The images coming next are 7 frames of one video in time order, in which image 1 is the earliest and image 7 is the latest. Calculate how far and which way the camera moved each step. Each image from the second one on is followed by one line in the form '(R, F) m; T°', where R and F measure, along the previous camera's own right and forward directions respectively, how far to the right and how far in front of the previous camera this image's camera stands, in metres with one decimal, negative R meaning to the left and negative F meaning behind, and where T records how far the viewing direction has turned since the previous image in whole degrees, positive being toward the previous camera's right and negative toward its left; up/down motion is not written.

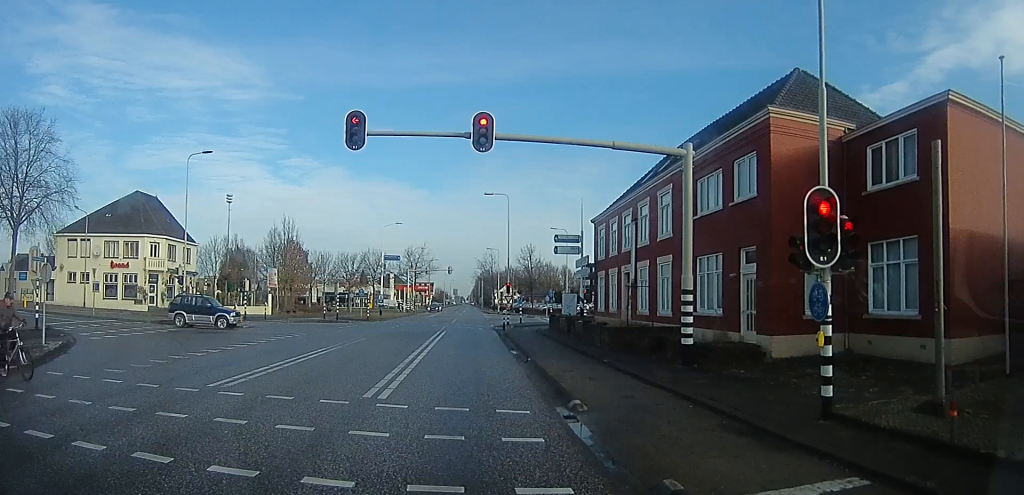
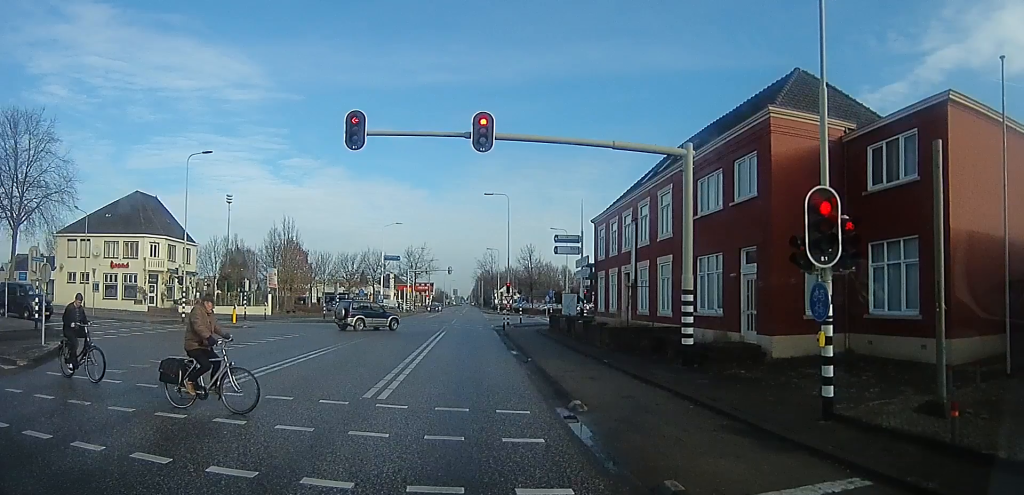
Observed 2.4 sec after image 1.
(0.0, 0.0) m; 0°
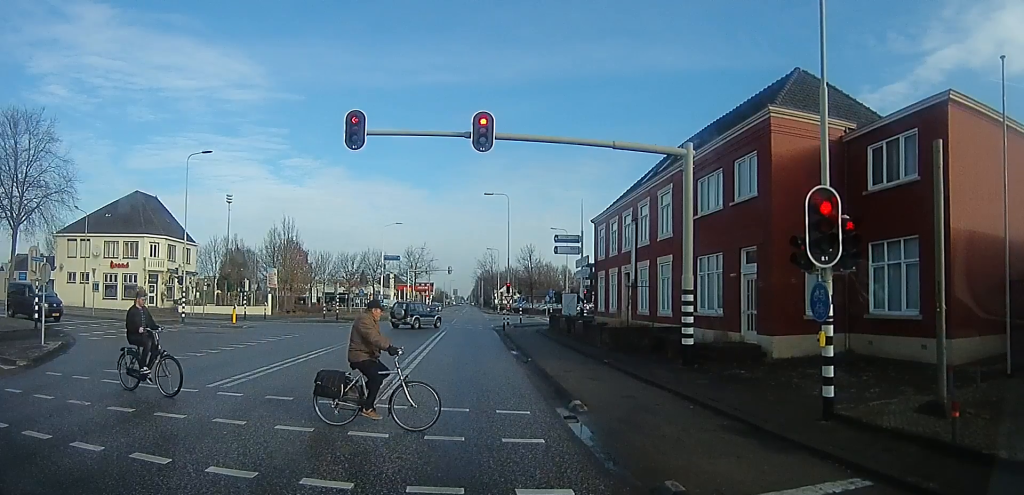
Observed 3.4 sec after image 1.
(0.0, 0.0) m; 0°
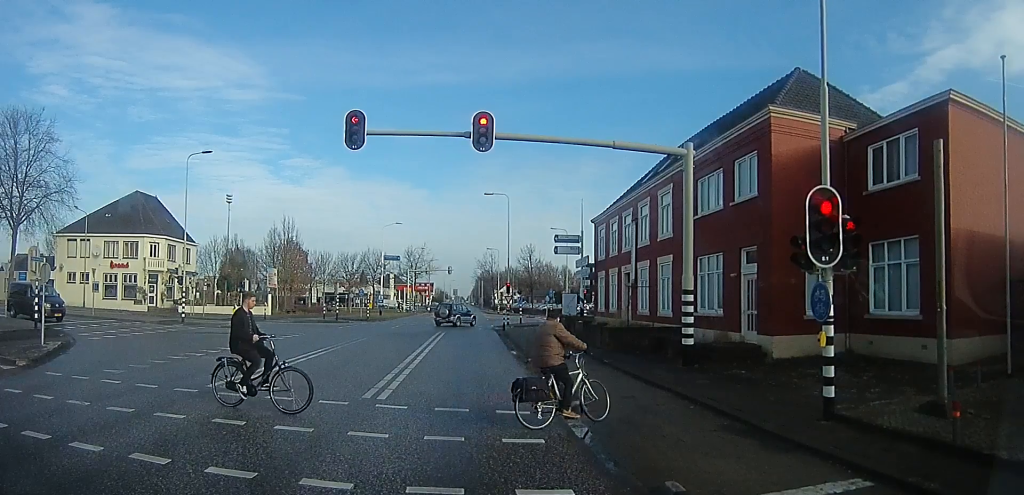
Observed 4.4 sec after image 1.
(0.0, 0.0) m; 0°
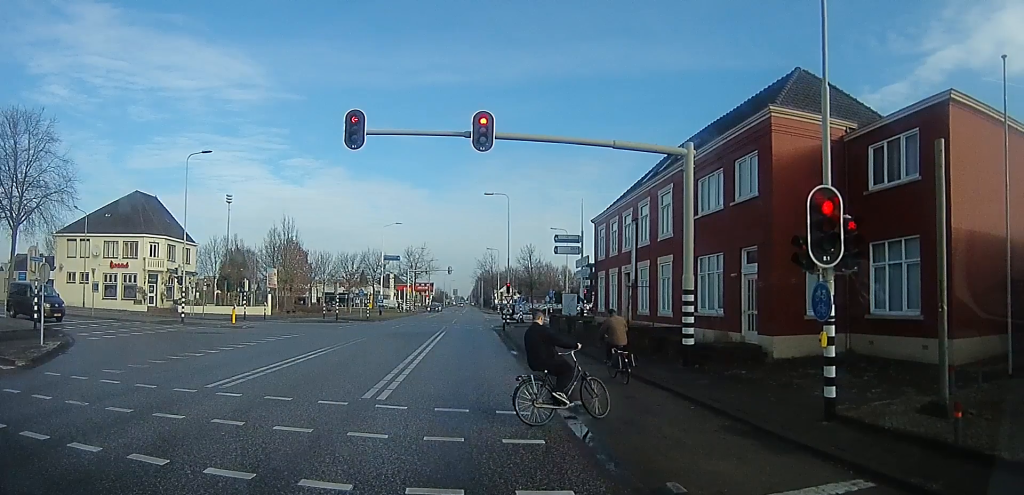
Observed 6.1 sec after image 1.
(0.0, 0.0) m; 0°
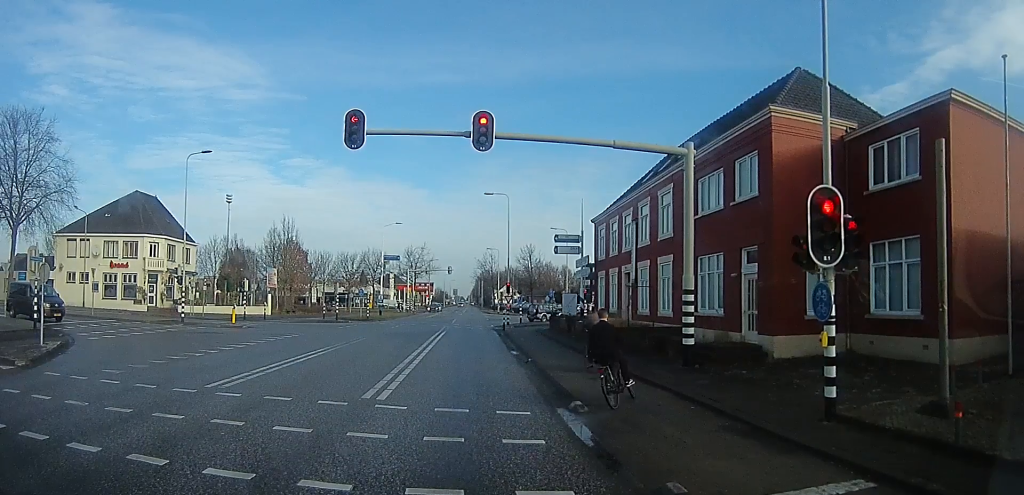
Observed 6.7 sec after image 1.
(0.0, 0.0) m; 0°
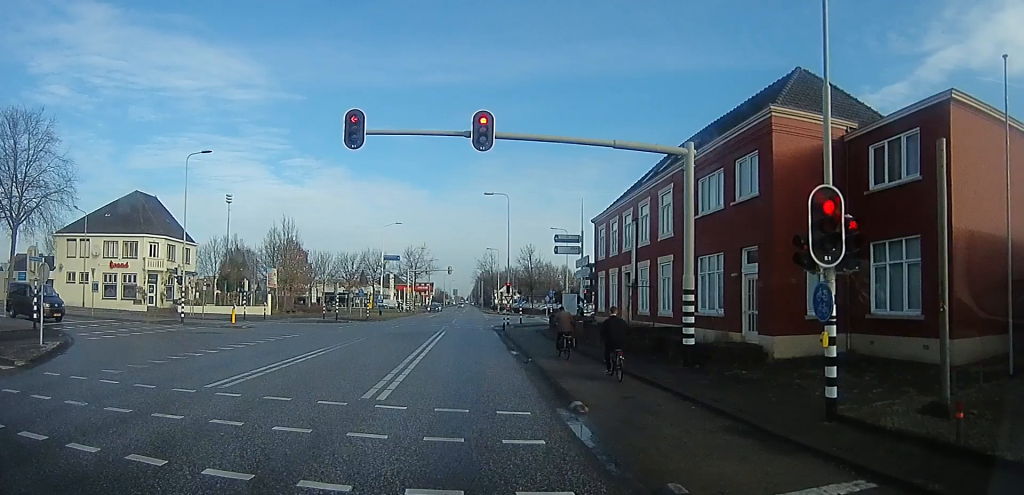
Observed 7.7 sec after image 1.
(0.0, 0.0) m; 0°
